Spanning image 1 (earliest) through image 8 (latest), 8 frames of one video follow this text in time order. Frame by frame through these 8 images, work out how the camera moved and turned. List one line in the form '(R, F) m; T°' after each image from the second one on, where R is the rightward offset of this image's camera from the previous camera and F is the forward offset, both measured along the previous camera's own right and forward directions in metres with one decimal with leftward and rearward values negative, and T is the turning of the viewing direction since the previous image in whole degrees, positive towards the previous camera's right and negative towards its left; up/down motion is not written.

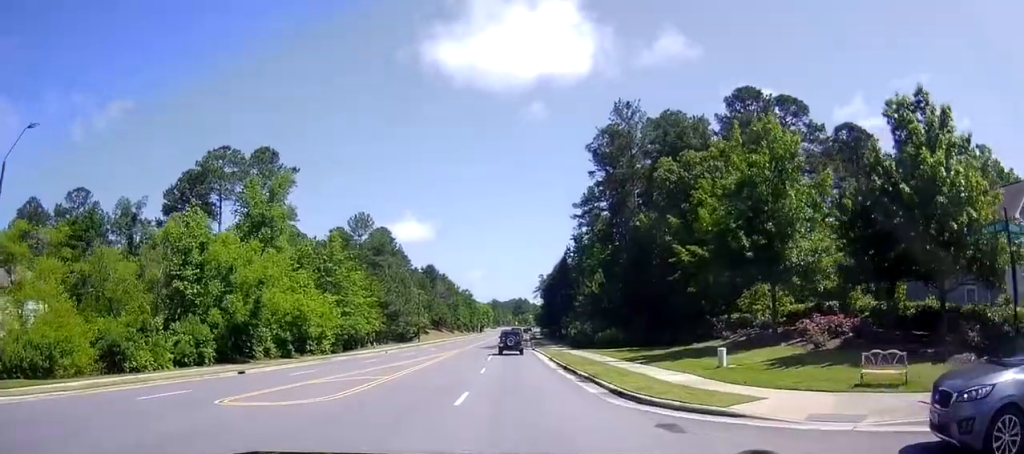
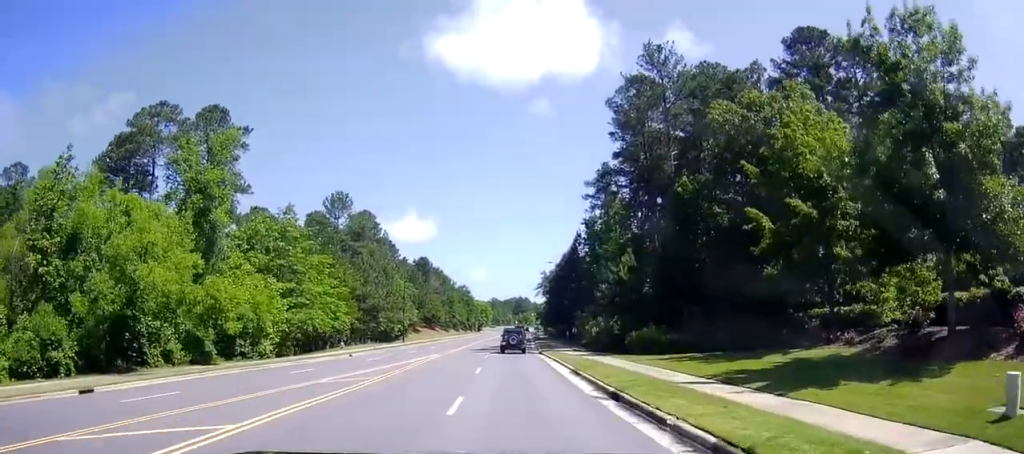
(+0.4, +14.3) m; +2°
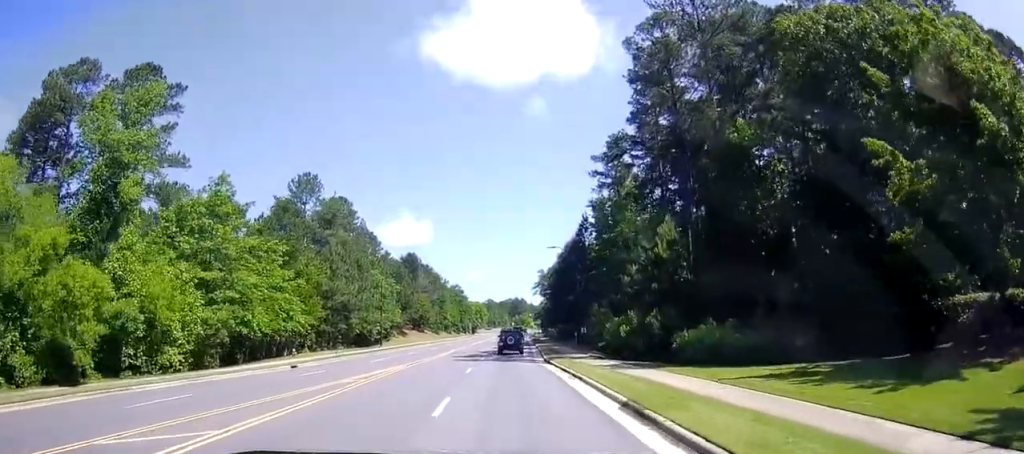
(0.0, +12.6) m; 0°
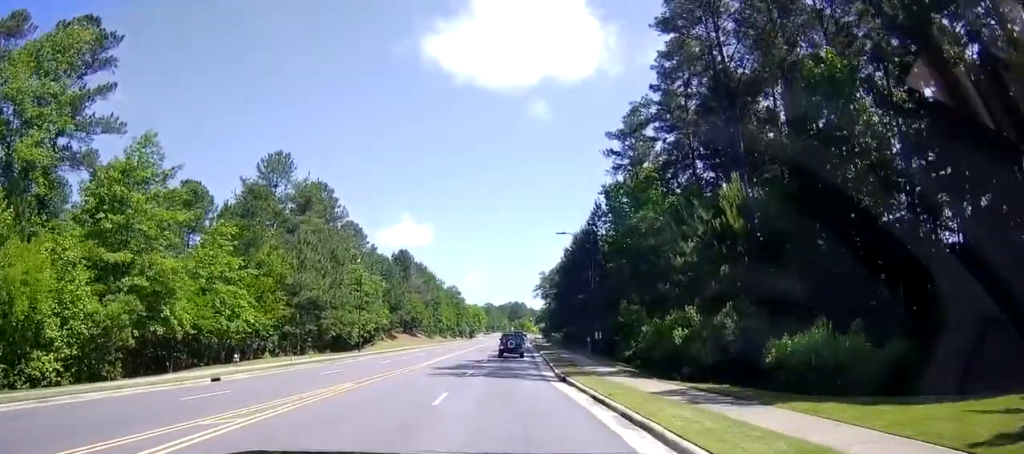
(0.0, +10.4) m; 0°
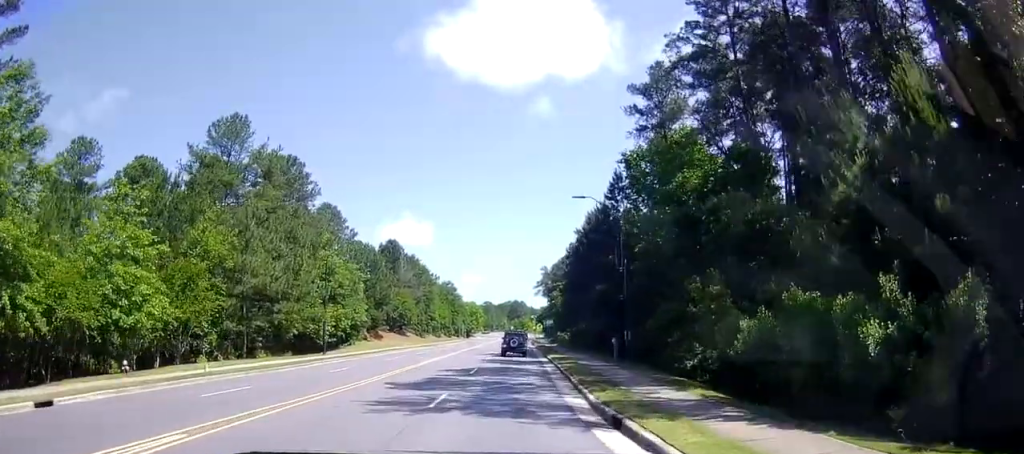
(0.0, +11.8) m; 0°
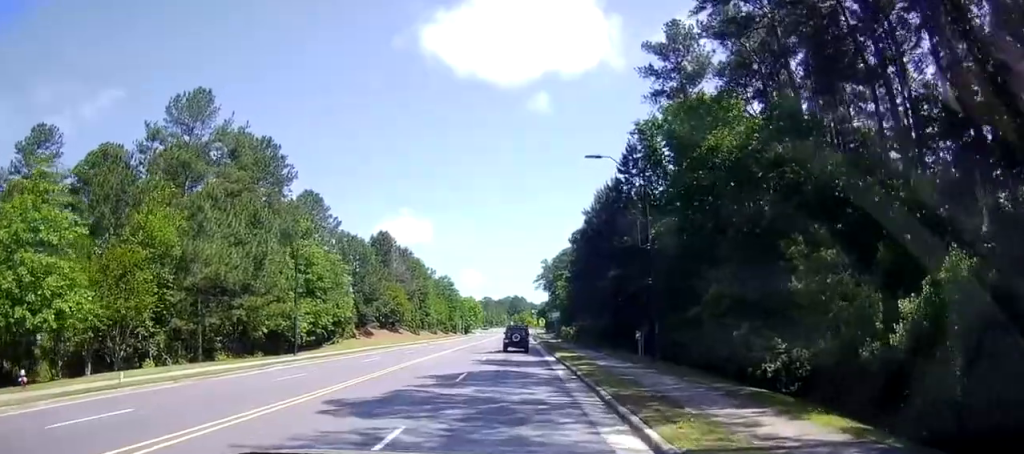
(0.0, +7.1) m; 0°
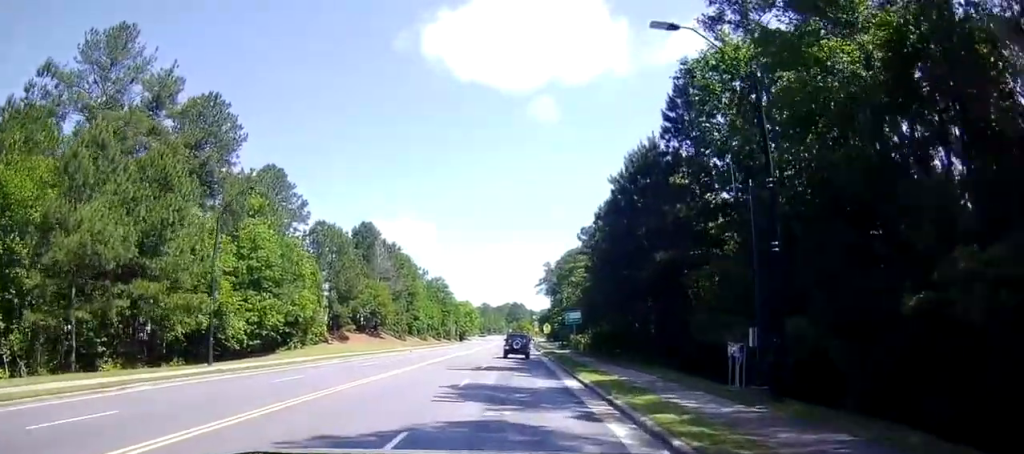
(0.0, +13.1) m; 0°
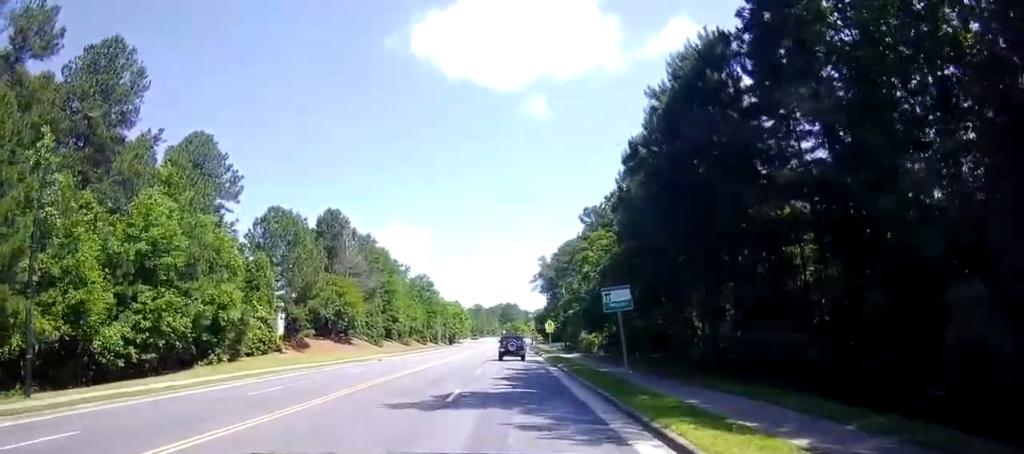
(0.0, +14.2) m; 0°
